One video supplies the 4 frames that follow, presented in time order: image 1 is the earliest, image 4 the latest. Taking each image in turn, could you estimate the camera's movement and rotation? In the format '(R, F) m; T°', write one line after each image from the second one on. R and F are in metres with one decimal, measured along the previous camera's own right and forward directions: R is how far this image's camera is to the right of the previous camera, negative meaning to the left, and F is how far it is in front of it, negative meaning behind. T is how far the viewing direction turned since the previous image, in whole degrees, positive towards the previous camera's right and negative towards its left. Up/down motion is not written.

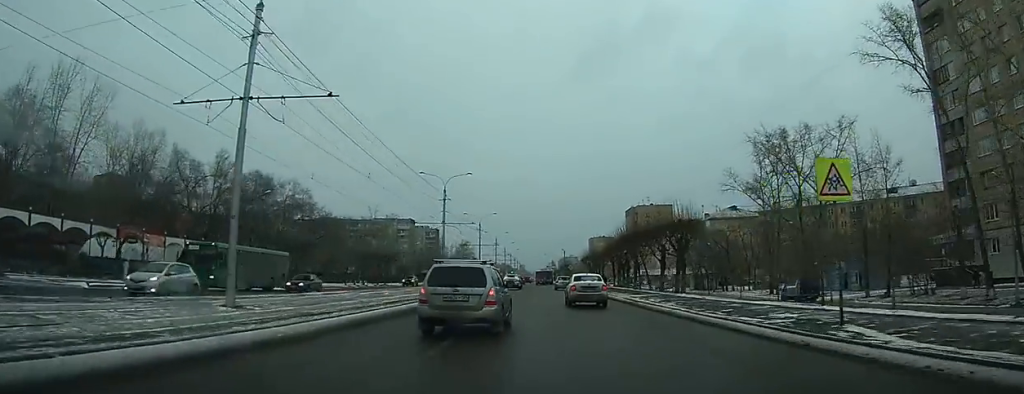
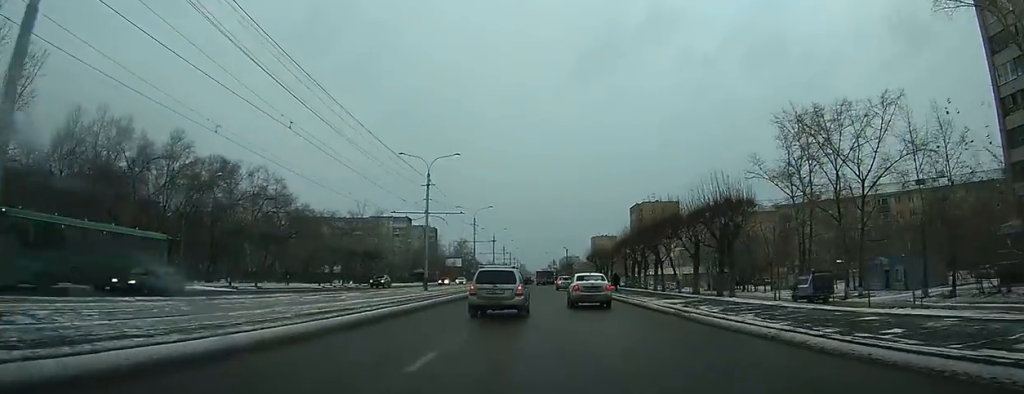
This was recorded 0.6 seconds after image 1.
(0.0, +9.6) m; 0°
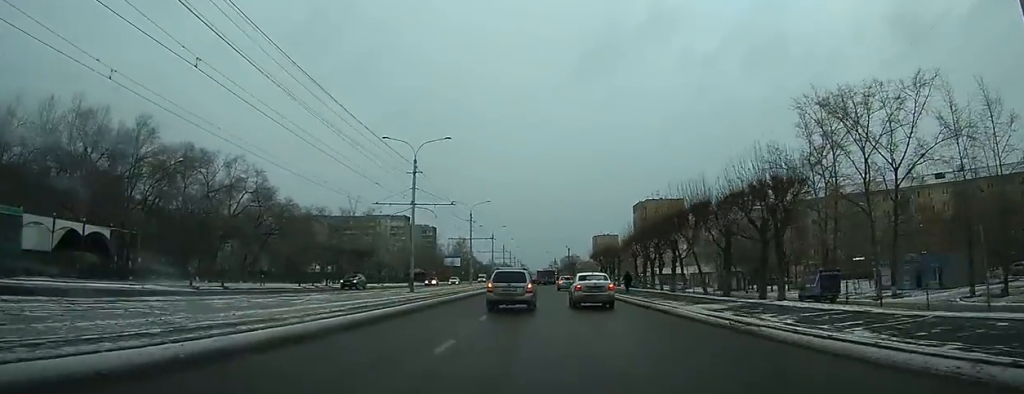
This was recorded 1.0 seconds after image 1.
(0.0, +6.0) m; 0°
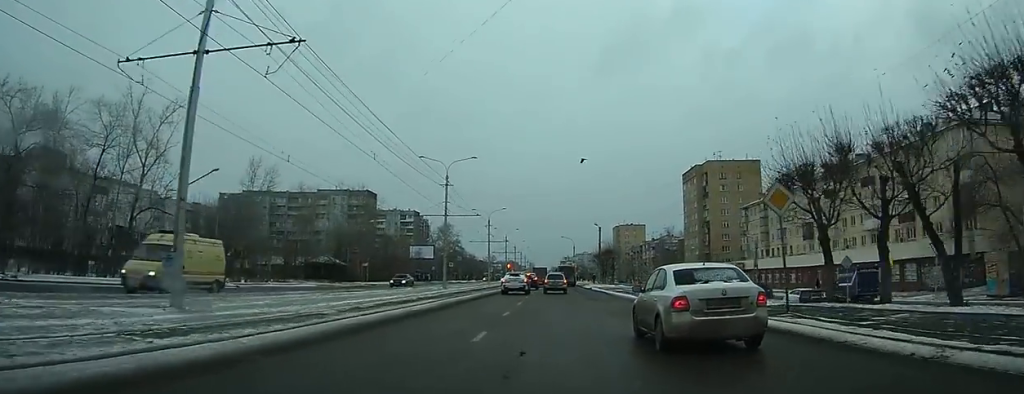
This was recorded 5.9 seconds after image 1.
(-0.2, +69.4) m; -1°
